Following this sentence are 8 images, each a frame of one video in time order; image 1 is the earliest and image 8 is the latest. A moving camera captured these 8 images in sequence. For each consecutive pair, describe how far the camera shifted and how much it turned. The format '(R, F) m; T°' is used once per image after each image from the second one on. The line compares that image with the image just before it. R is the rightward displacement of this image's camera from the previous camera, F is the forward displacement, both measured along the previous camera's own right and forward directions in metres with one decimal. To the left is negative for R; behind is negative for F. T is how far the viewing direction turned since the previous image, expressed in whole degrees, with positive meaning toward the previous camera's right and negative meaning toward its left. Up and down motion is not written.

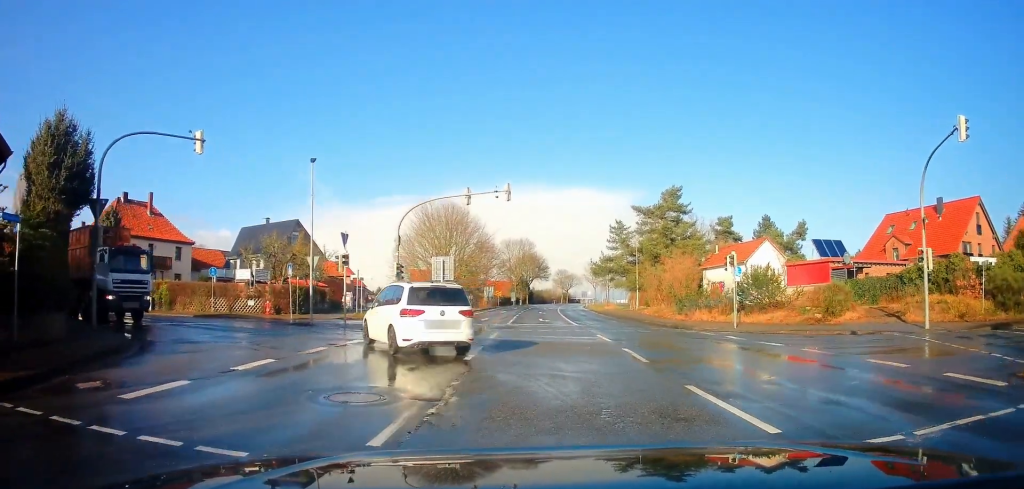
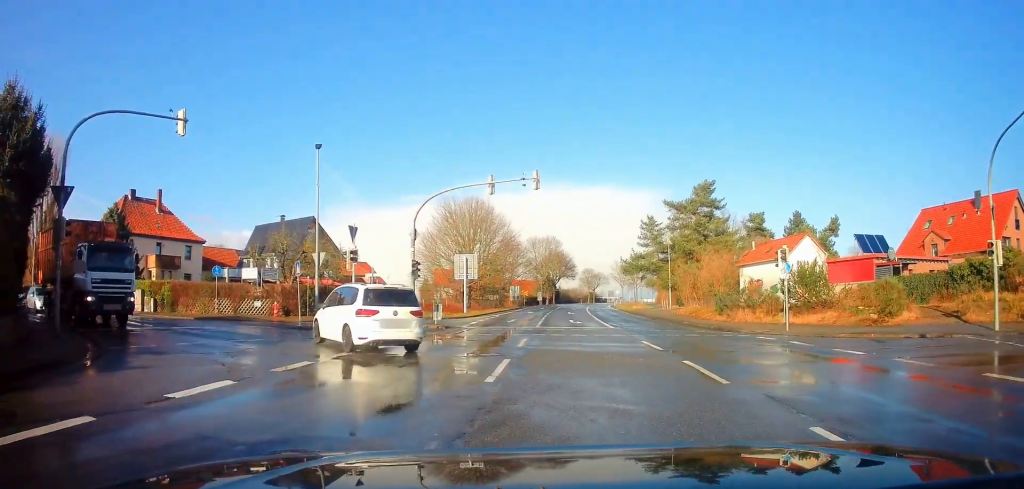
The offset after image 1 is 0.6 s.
(-0.1, +3.0) m; -6°
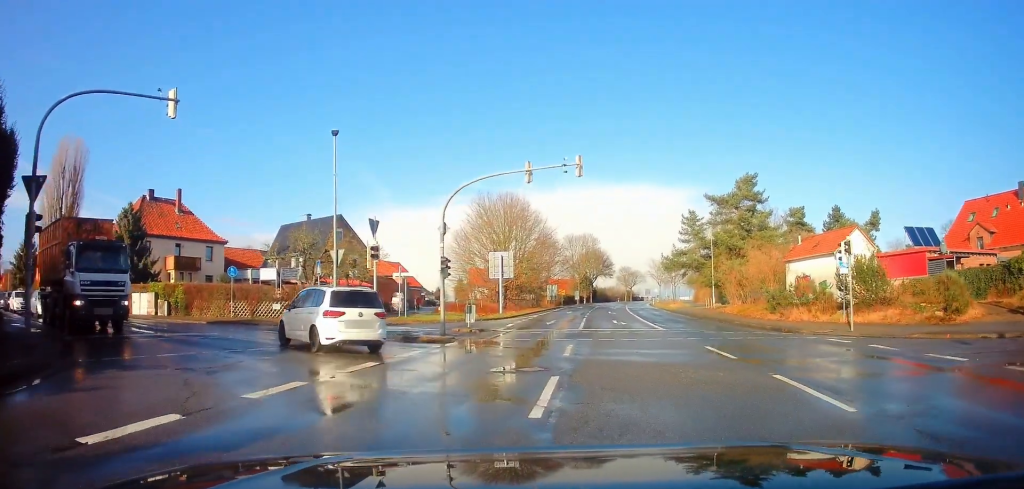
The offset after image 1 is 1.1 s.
(+0.1, +2.4) m; -5°
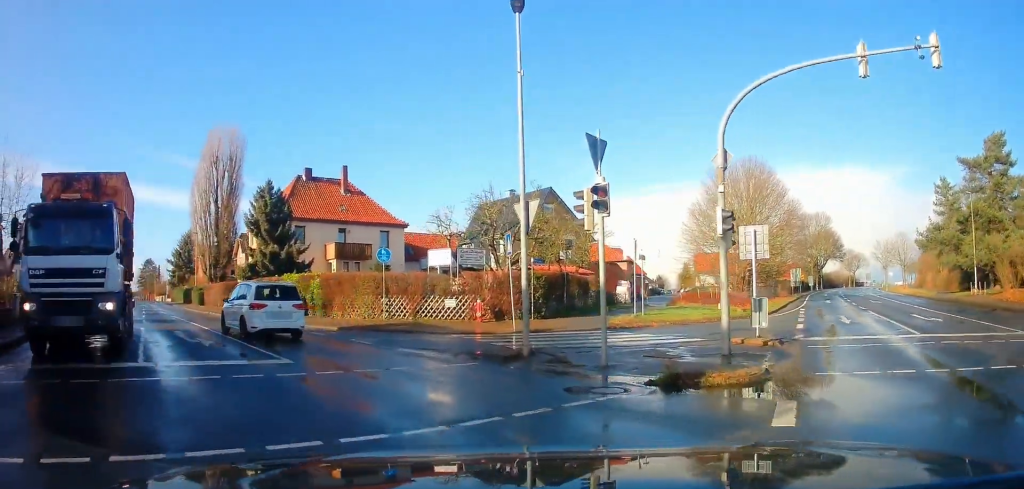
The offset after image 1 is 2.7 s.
(-2.4, +10.4) m; -26°
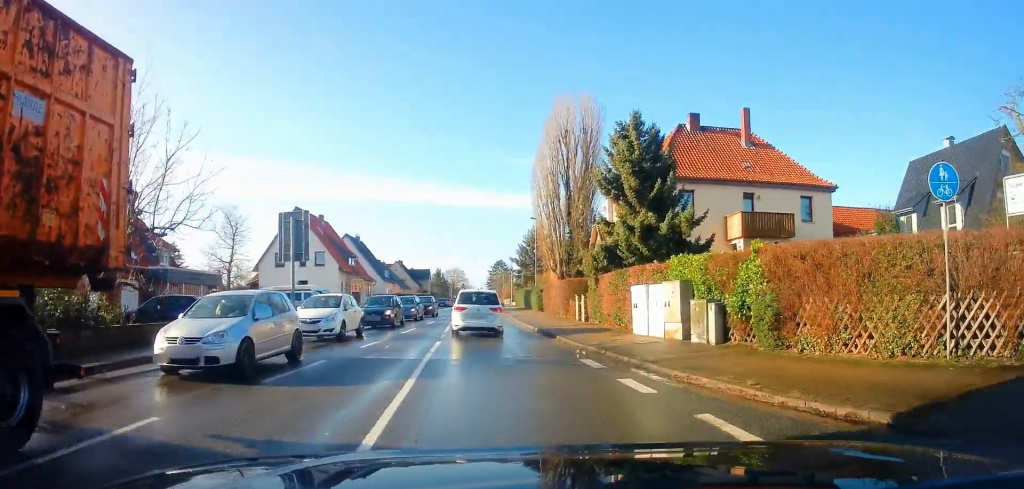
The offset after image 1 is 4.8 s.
(-5.1, +14.8) m; -29°
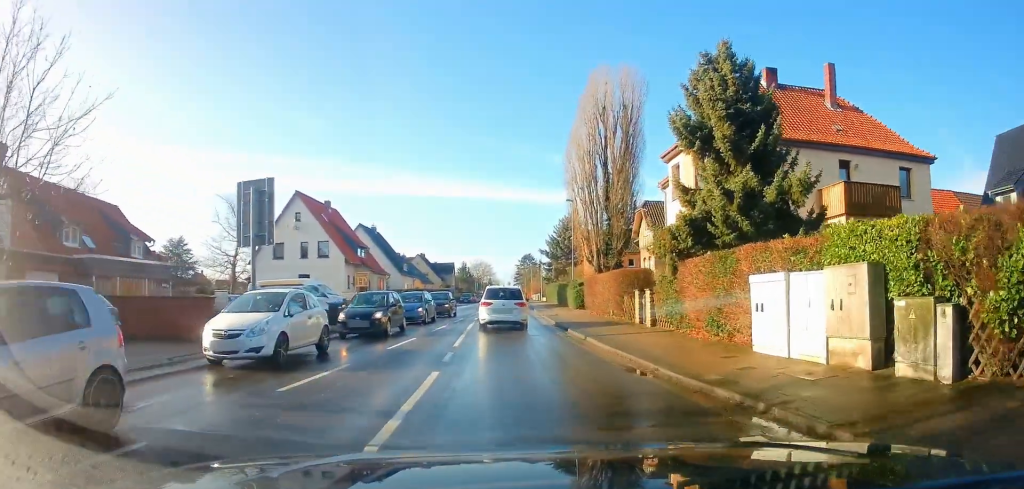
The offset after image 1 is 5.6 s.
(-0.1, +7.2) m; 0°
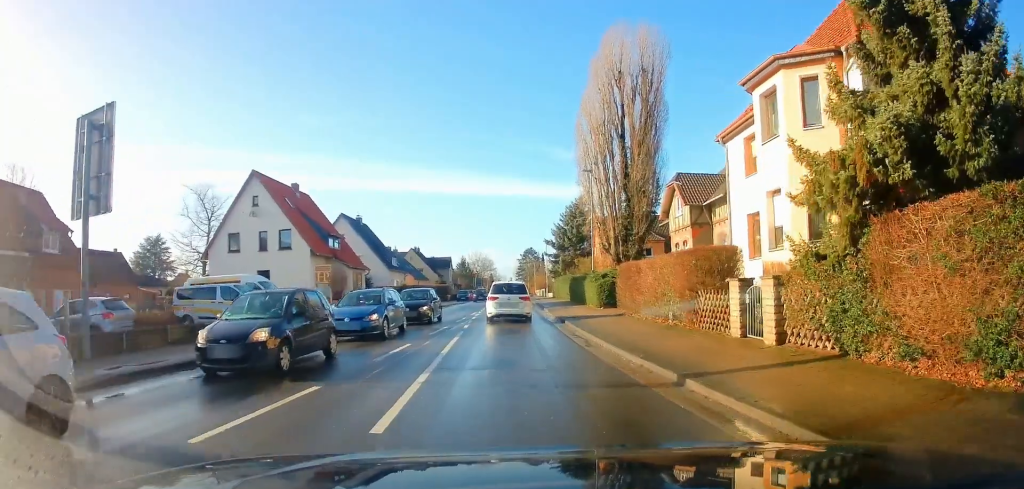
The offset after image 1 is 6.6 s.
(+0.1, +9.0) m; -2°
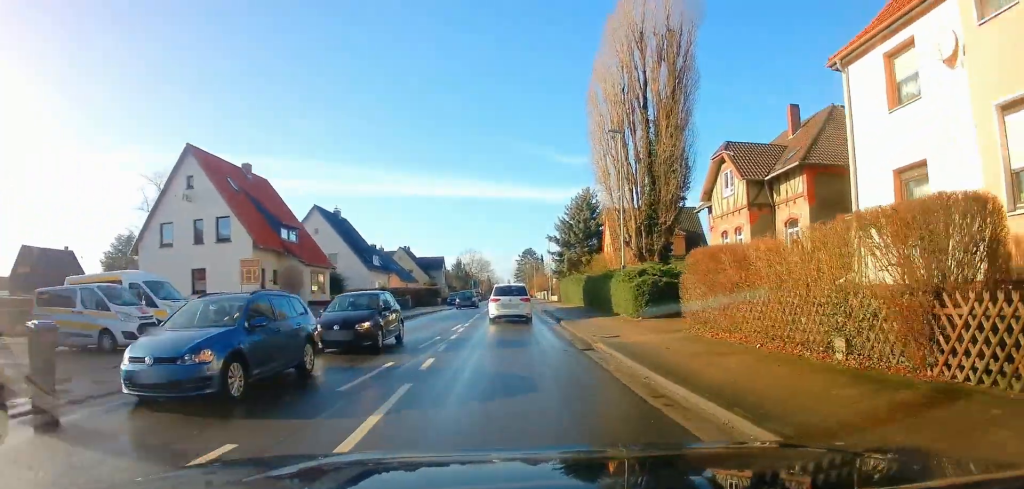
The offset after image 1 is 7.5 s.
(-0.3, +9.0) m; -2°
